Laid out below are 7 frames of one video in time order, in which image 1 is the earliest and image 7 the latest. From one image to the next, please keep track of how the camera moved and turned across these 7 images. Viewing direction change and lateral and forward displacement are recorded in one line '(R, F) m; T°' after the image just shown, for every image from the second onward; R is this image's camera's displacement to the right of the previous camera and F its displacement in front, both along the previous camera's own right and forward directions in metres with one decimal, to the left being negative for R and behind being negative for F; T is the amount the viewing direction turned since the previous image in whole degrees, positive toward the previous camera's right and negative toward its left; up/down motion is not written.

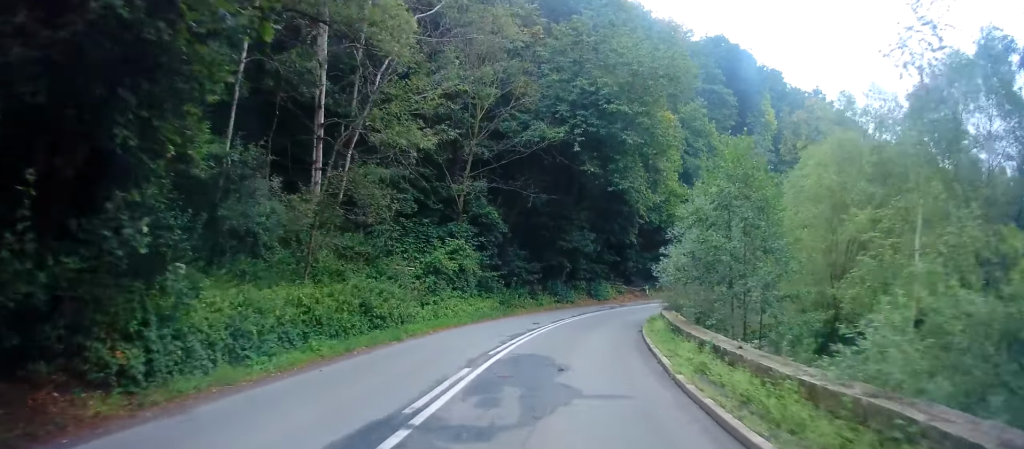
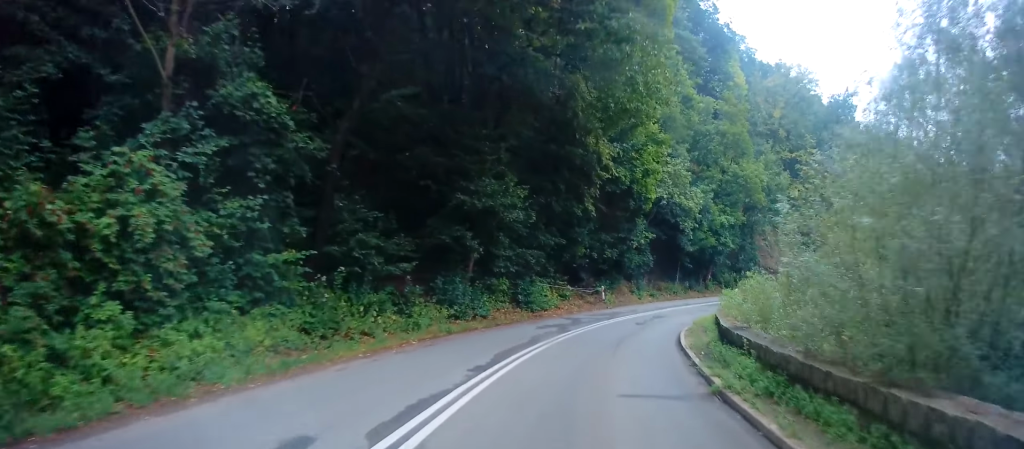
(+2.3, +18.8) m; +12°
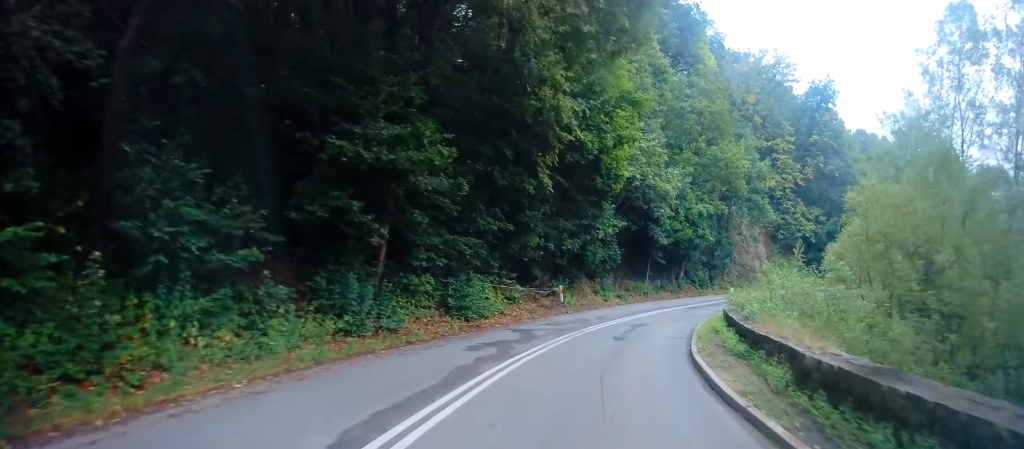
(+0.2, +7.0) m; +4°
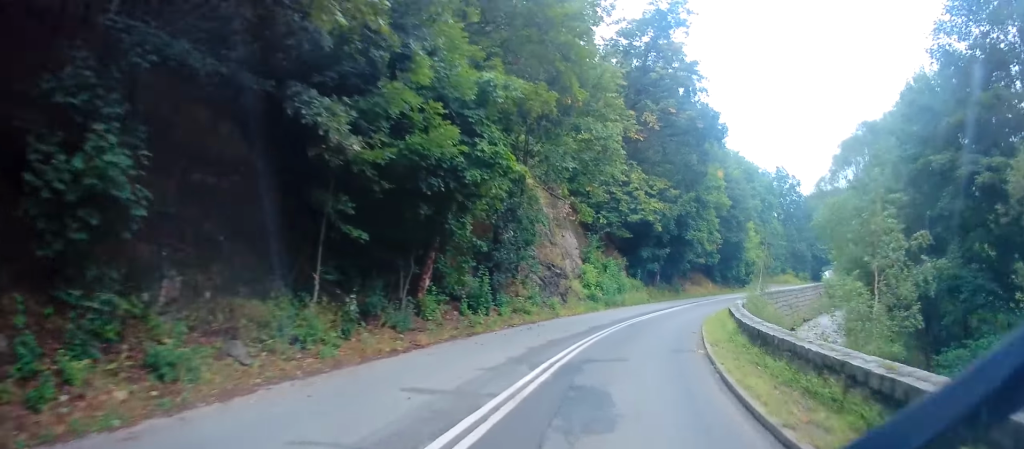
(+5.2, +27.5) m; +22°
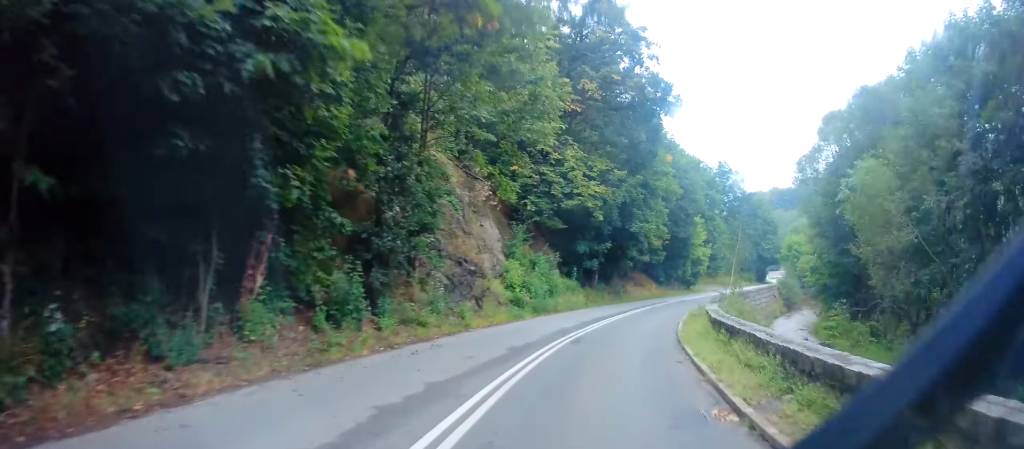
(+0.4, +7.1) m; +5°
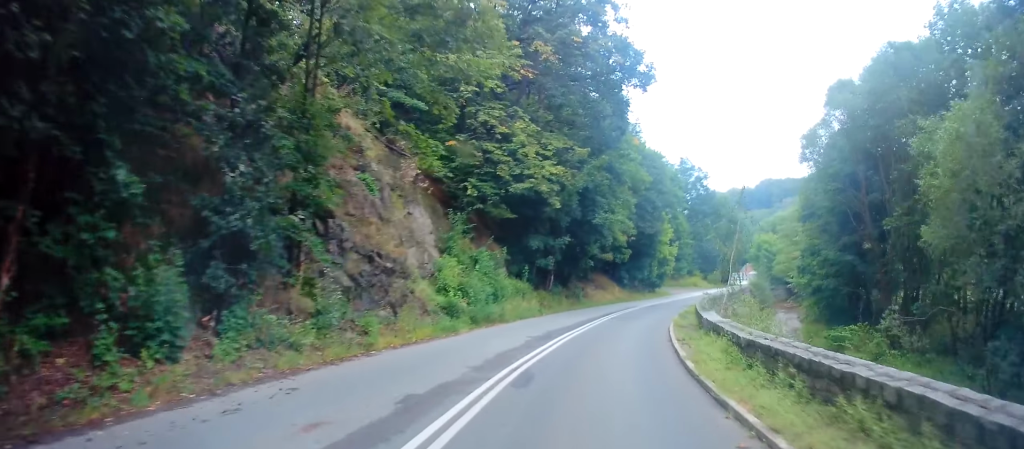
(0.0, +6.0) m; +4°
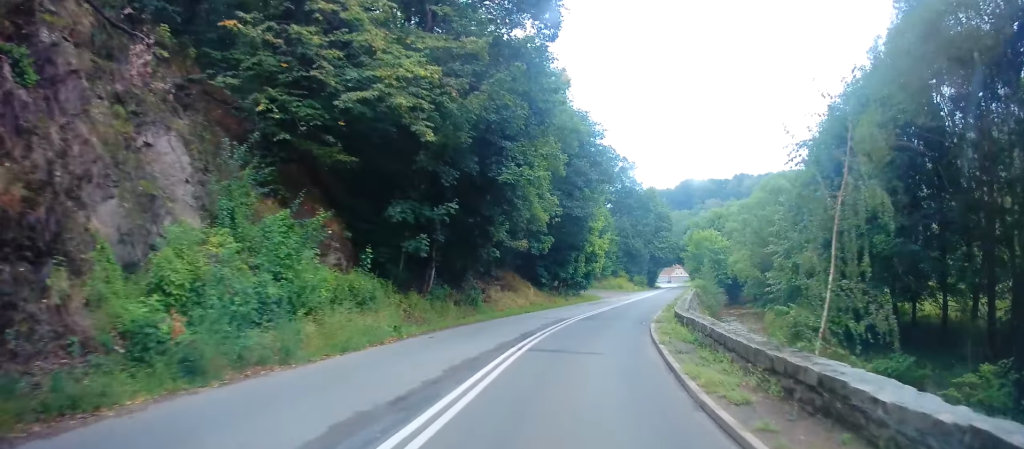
(+0.9, +12.5) m; +10°
